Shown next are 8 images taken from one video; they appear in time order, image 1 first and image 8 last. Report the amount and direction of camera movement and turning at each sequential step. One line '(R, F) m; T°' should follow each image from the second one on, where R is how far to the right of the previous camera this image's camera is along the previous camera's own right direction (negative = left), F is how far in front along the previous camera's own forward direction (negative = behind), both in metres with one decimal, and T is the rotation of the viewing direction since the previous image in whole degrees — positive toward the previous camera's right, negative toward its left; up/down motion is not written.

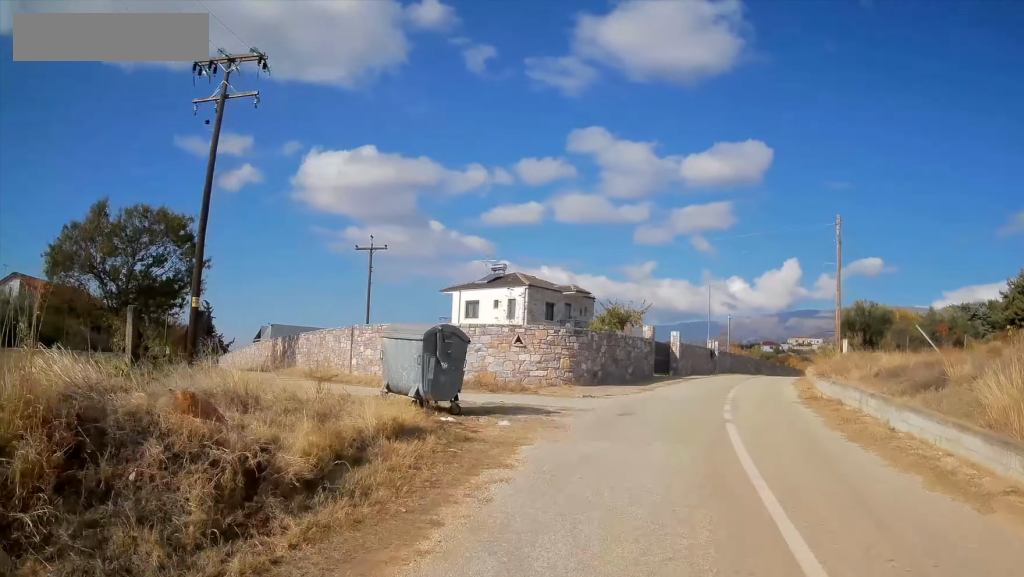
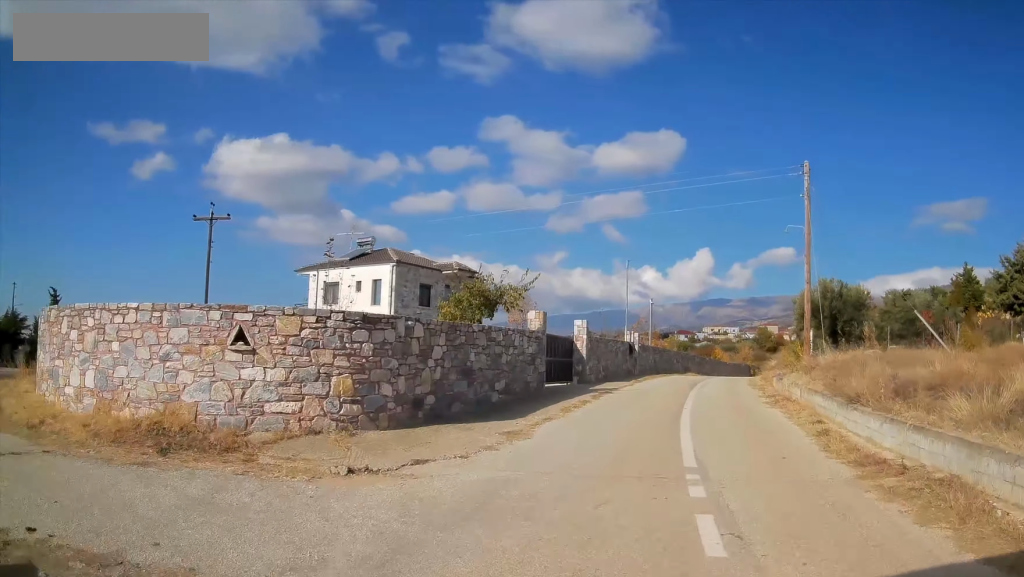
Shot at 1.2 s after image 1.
(+1.6, +9.4) m; +15°
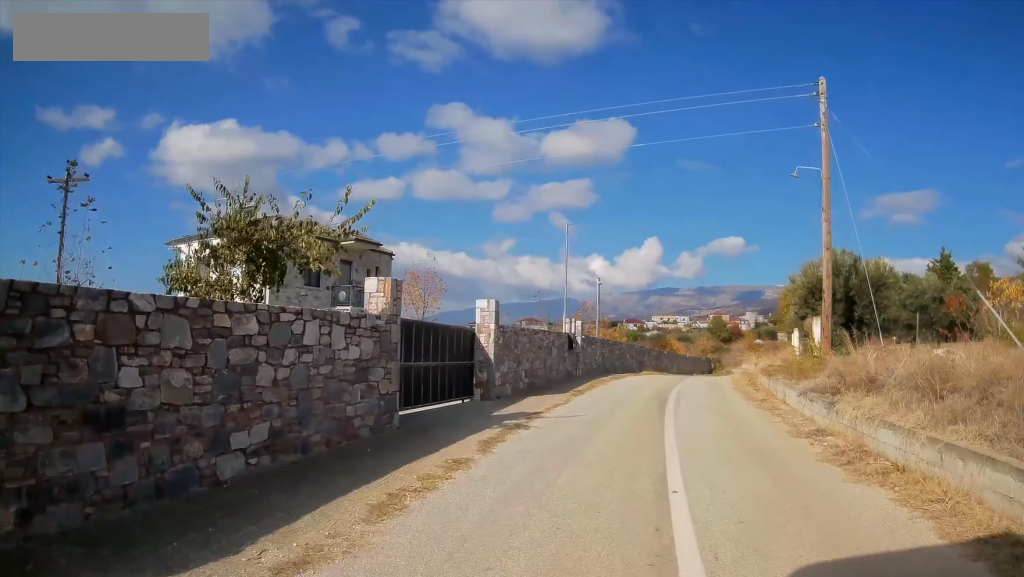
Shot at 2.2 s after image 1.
(+0.3, +8.2) m; +7°
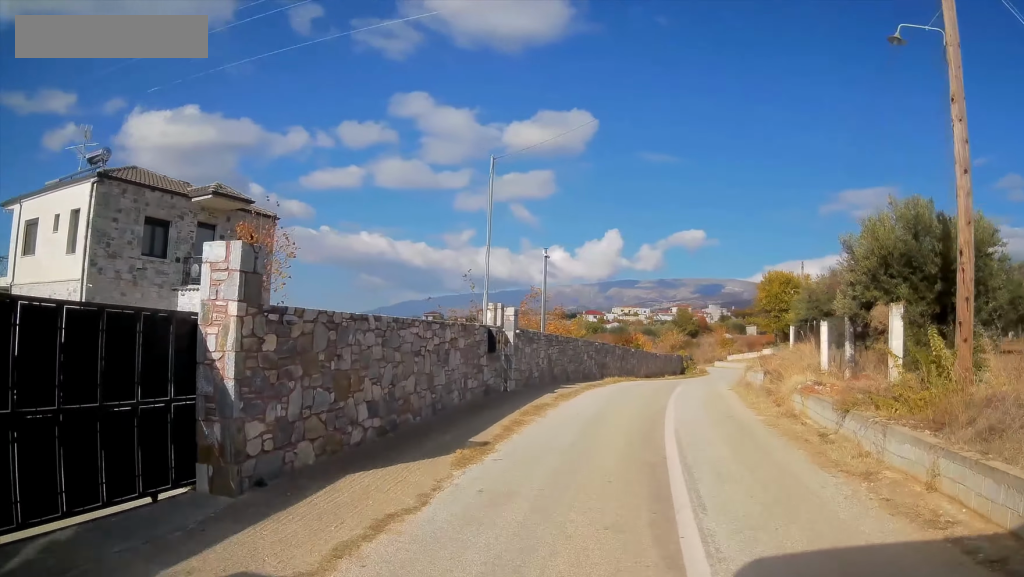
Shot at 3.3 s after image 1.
(+0.8, +8.9) m; +6°
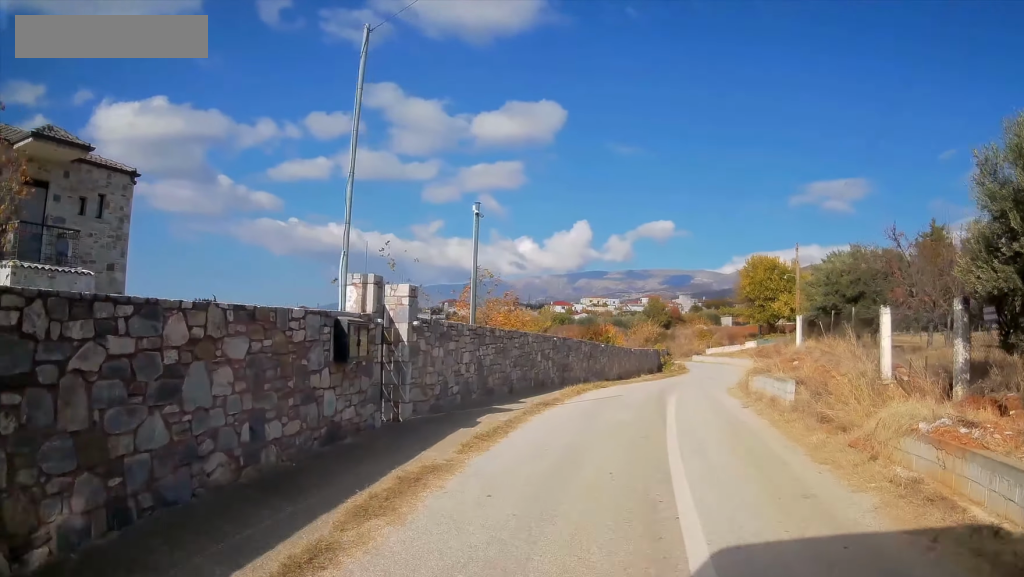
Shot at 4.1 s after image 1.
(+0.1, +7.0) m; 0°
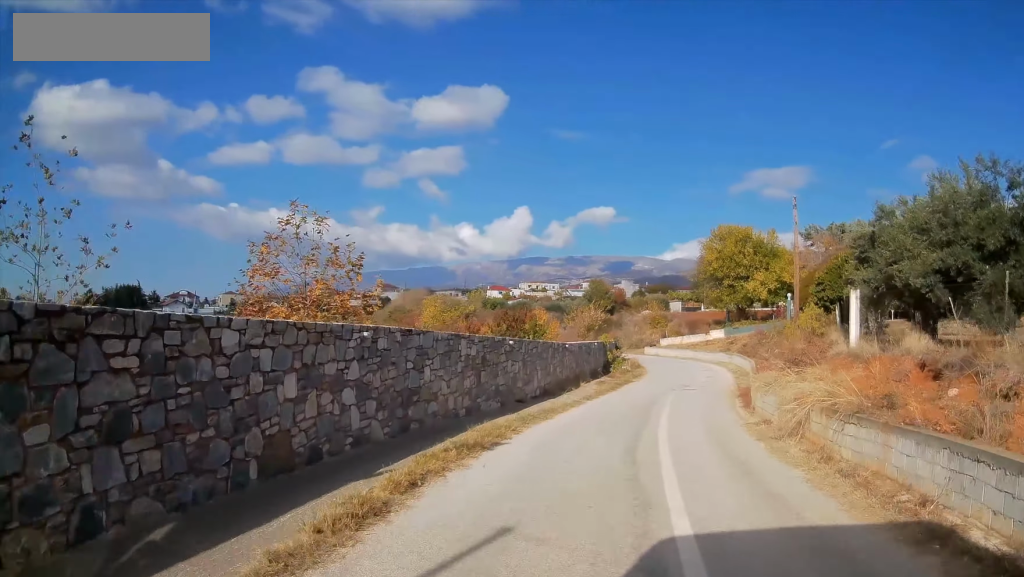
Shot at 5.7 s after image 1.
(0.0, +12.9) m; +2°
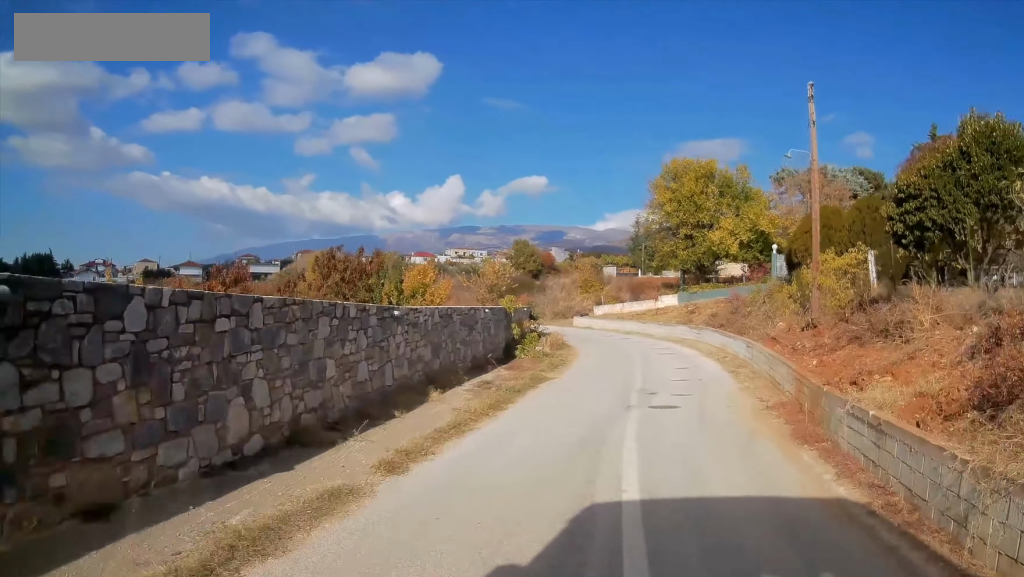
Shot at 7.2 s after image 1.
(+1.0, +12.9) m; +9°
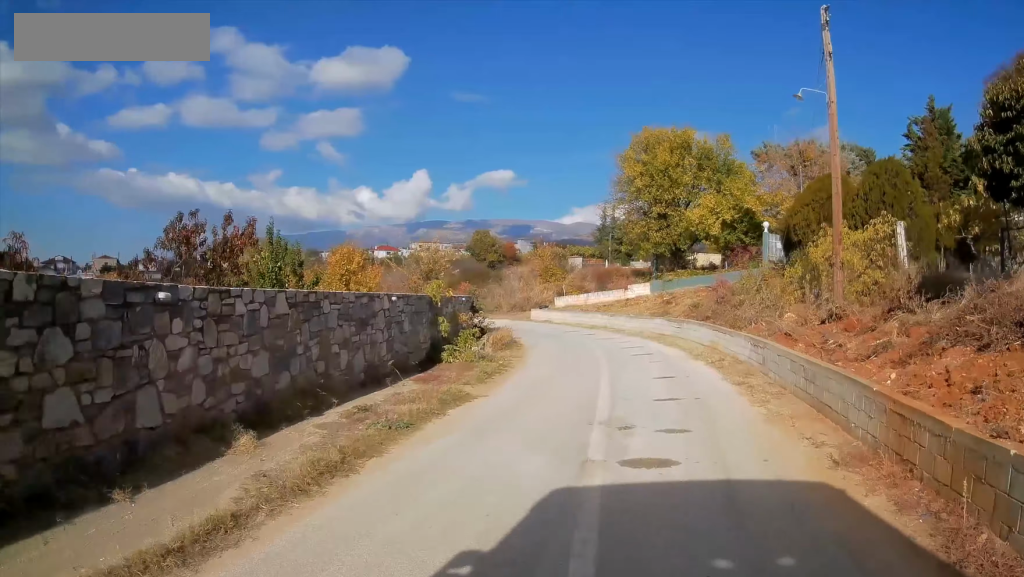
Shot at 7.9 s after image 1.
(+0.1, +5.3) m; +2°
